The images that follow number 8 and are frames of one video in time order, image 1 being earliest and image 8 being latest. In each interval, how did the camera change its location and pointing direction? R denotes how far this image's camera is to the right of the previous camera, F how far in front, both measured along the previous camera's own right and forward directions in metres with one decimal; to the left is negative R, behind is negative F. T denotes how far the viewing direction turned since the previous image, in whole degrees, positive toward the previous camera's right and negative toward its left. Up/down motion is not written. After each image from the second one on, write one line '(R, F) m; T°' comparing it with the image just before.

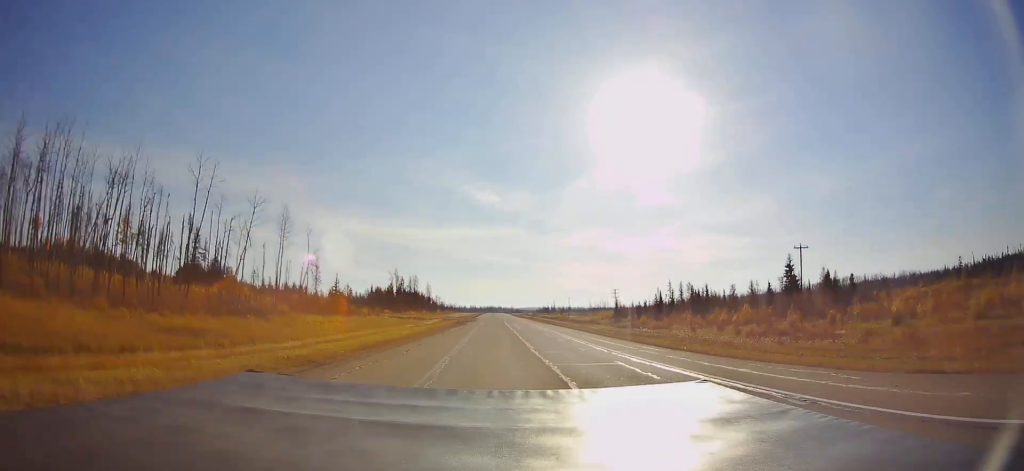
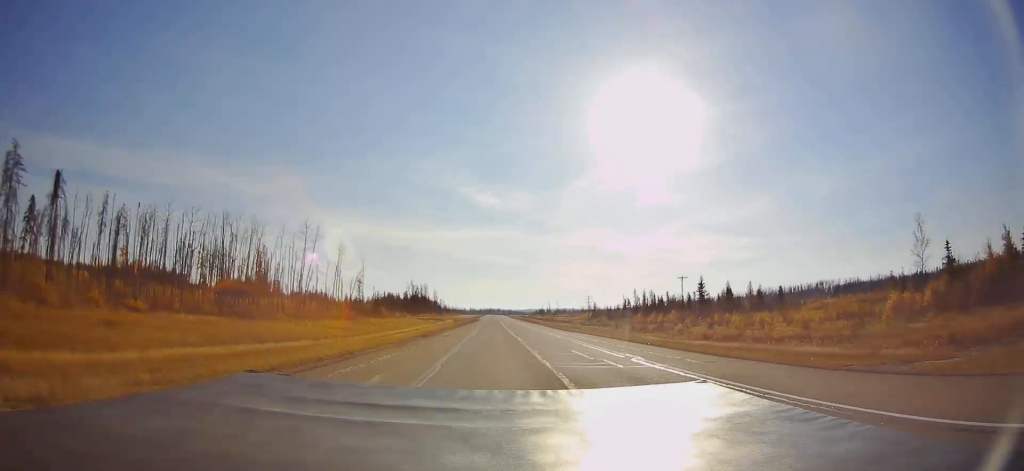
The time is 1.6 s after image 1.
(-0.1, +43.0) m; 0°
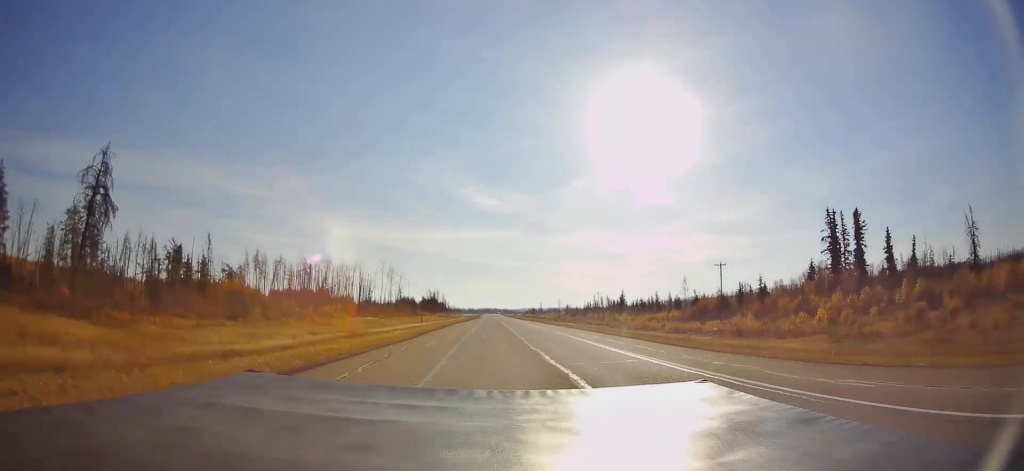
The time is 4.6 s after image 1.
(+0.7, +80.5) m; 0°
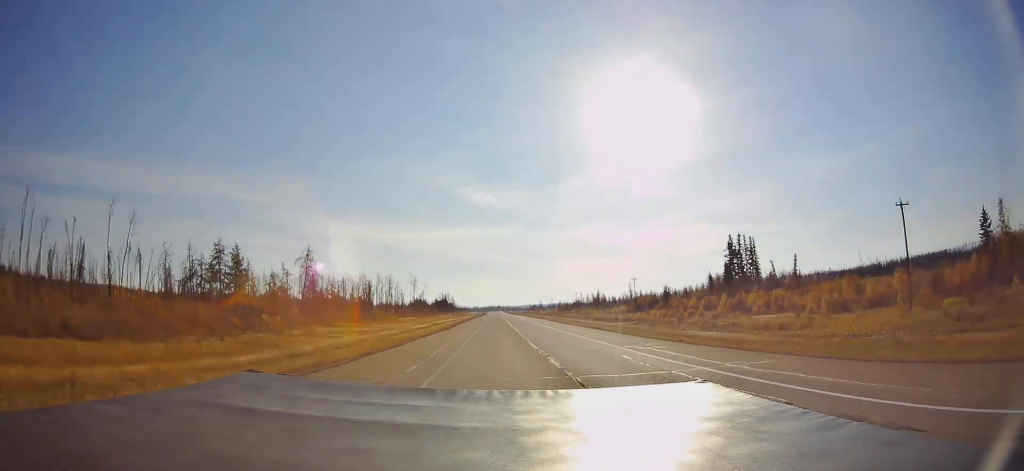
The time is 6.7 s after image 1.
(0.0, +56.5) m; -2°
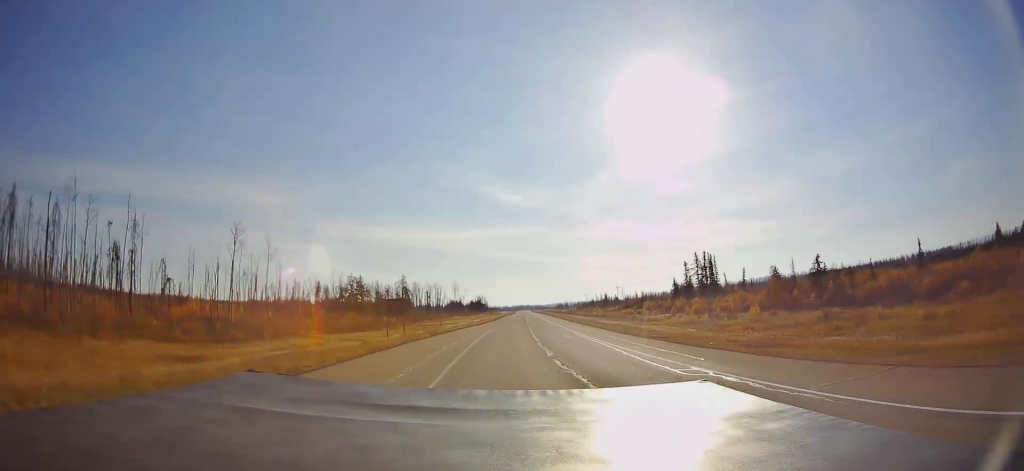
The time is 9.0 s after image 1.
(-1.5, +61.9) m; -3°
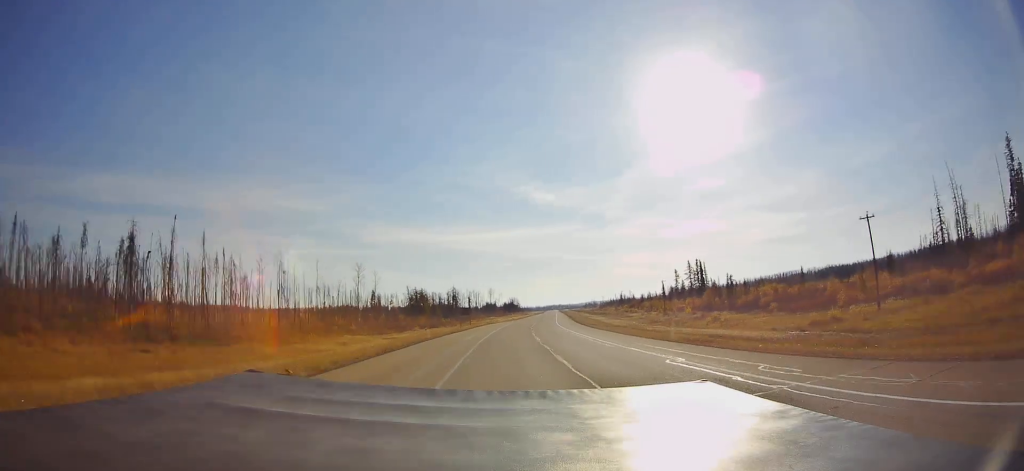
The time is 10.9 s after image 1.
(-1.1, +51.3) m; -3°
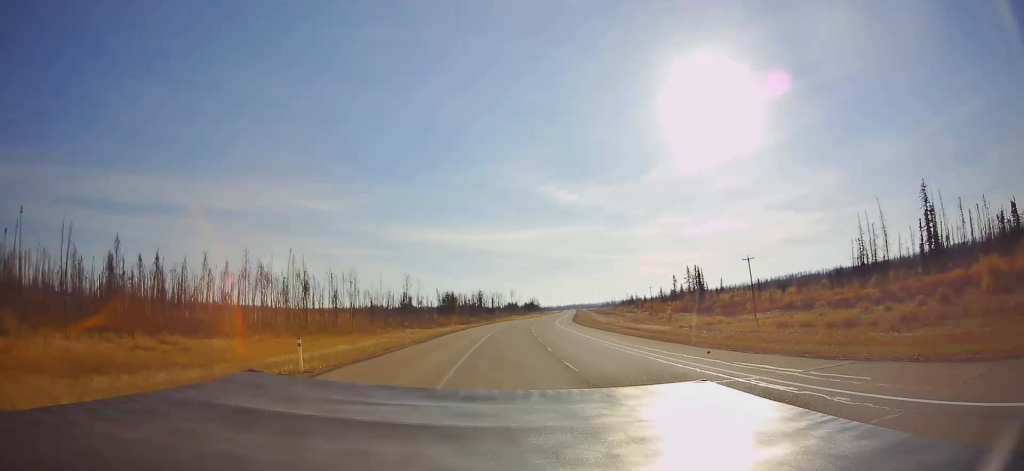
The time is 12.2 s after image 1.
(-0.8, +35.1) m; -2°
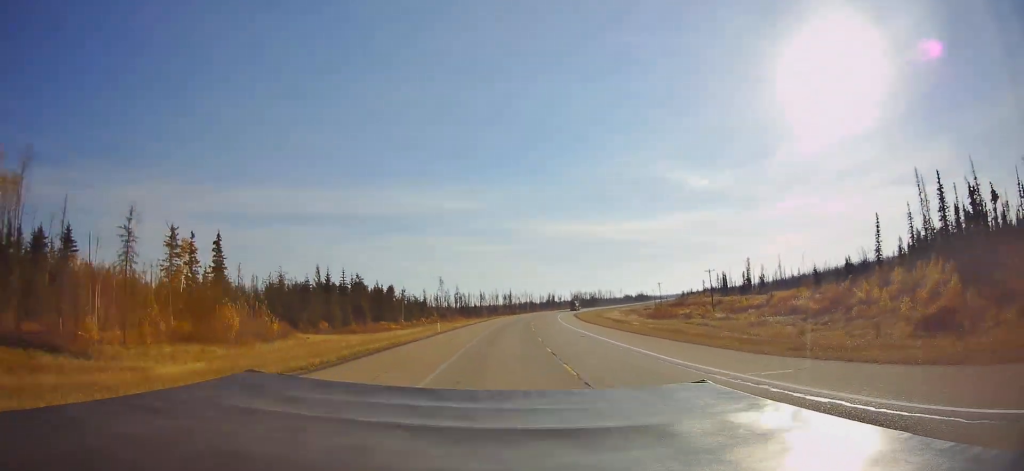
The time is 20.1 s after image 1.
(-25.4, +210.2) m; -14°
